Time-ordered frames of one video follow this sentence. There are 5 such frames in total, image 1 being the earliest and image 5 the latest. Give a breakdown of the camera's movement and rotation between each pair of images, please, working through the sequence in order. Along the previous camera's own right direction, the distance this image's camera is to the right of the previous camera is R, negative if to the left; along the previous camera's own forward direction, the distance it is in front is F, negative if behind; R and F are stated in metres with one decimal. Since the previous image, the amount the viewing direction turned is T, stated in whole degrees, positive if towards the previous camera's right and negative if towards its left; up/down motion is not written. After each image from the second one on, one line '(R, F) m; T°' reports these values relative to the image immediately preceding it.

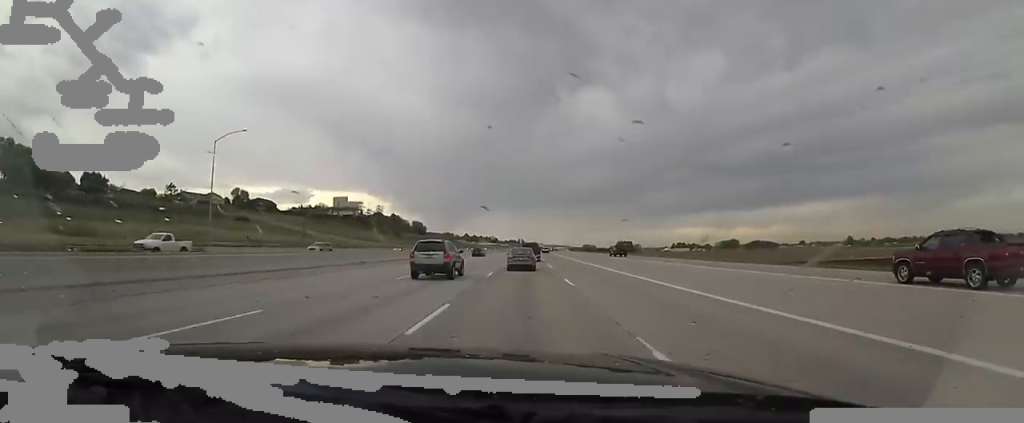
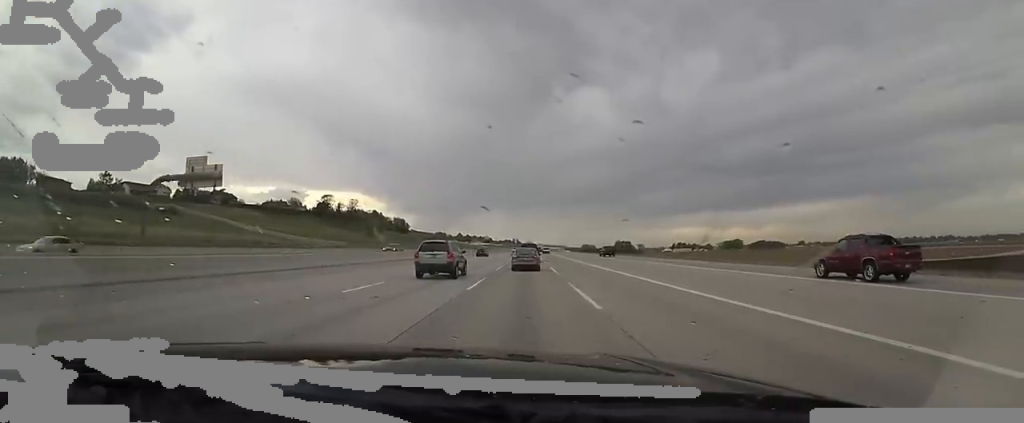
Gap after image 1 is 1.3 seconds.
(+0.6, +36.1) m; 0°
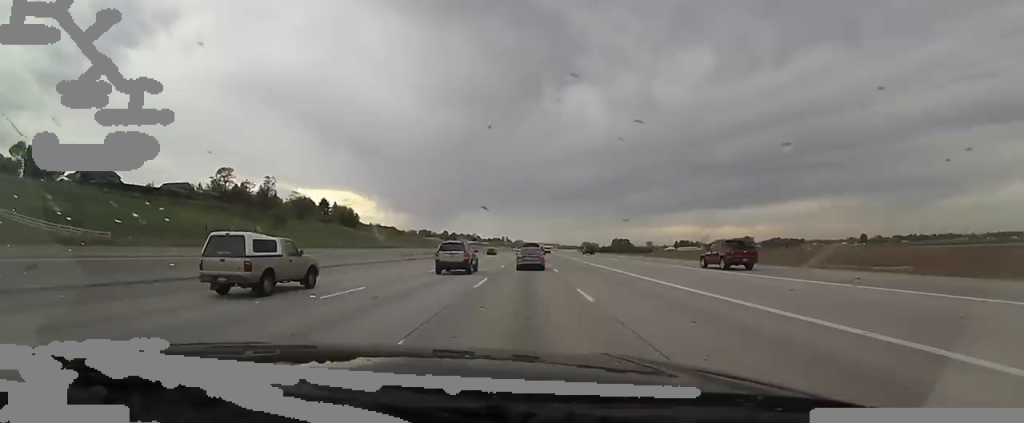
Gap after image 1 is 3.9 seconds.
(+2.3, +75.9) m; +3°
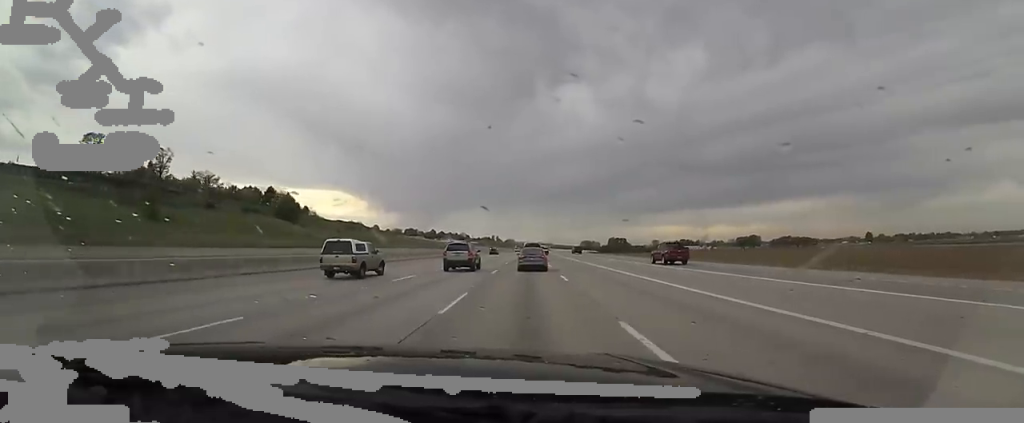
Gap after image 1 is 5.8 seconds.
(+0.2, +52.8) m; 0°
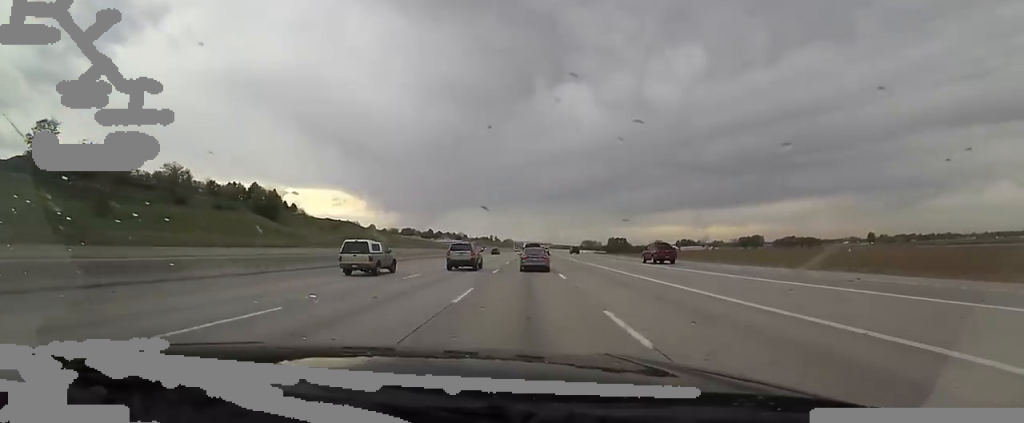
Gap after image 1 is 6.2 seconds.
(-0.1, +13.7) m; 0°
